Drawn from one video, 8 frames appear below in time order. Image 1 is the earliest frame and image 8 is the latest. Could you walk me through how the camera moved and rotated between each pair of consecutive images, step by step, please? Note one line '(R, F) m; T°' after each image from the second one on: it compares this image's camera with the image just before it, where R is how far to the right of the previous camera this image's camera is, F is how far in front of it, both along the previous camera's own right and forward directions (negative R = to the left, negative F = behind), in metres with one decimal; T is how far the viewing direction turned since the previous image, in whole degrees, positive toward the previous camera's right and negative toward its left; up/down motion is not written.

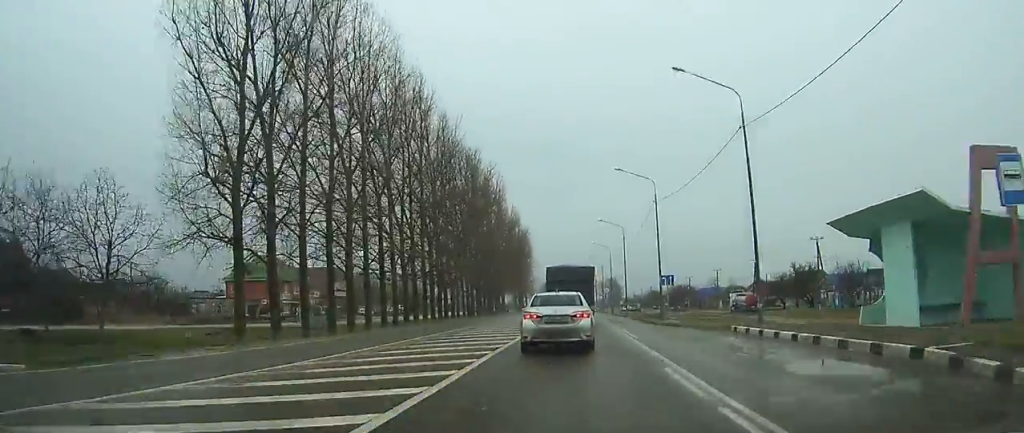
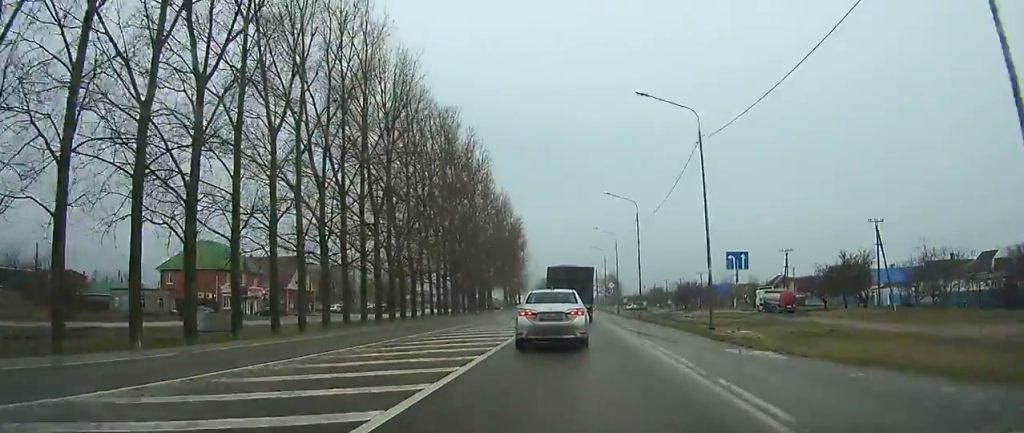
(-0.2, +17.4) m; 0°
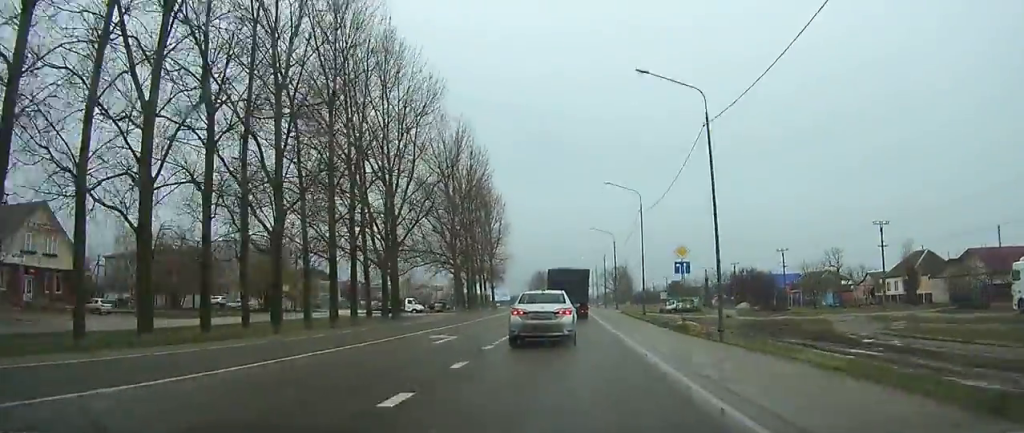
(-0.4, +58.7) m; 0°
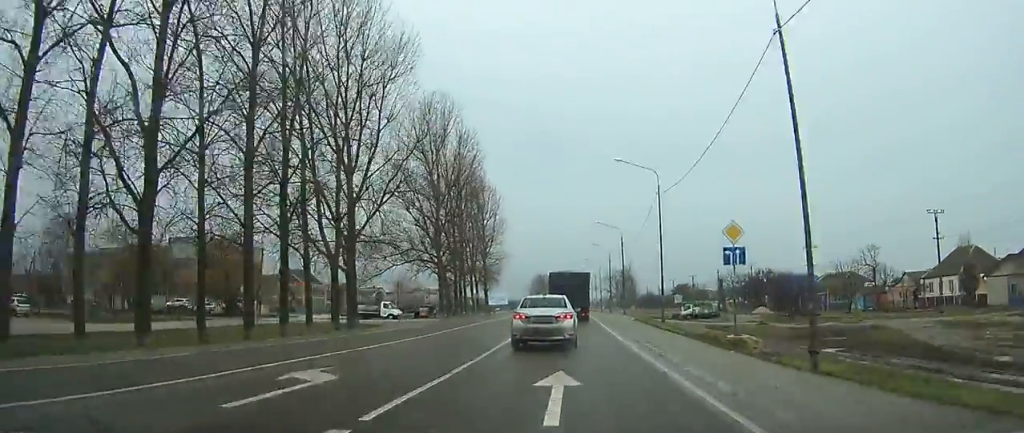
(+0.2, +10.6) m; 0°
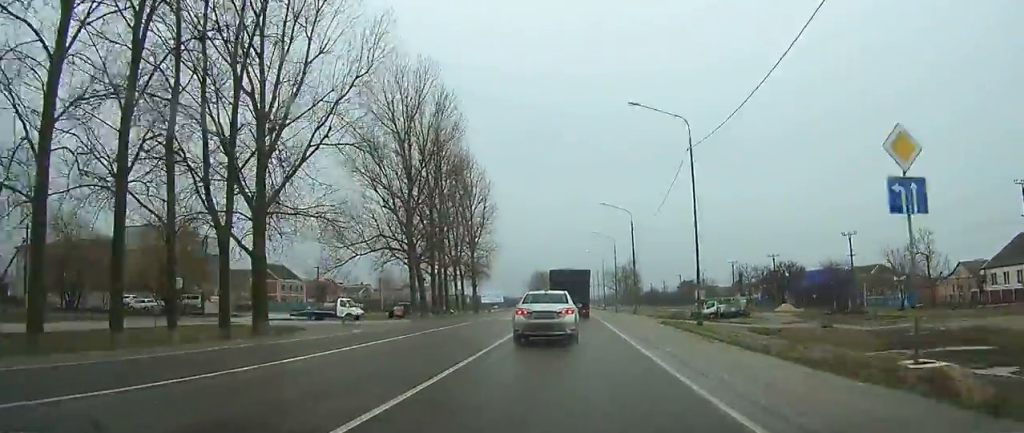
(+0.2, +12.3) m; 0°
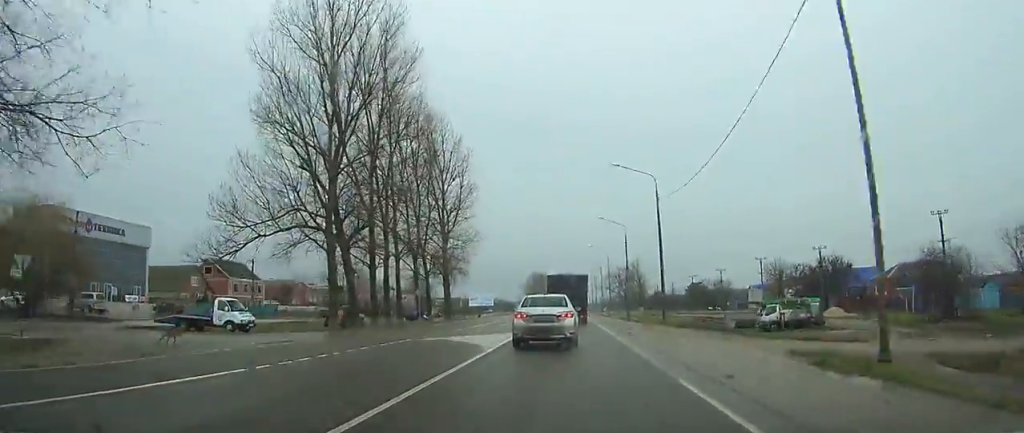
(-0.2, +19.2) m; 0°
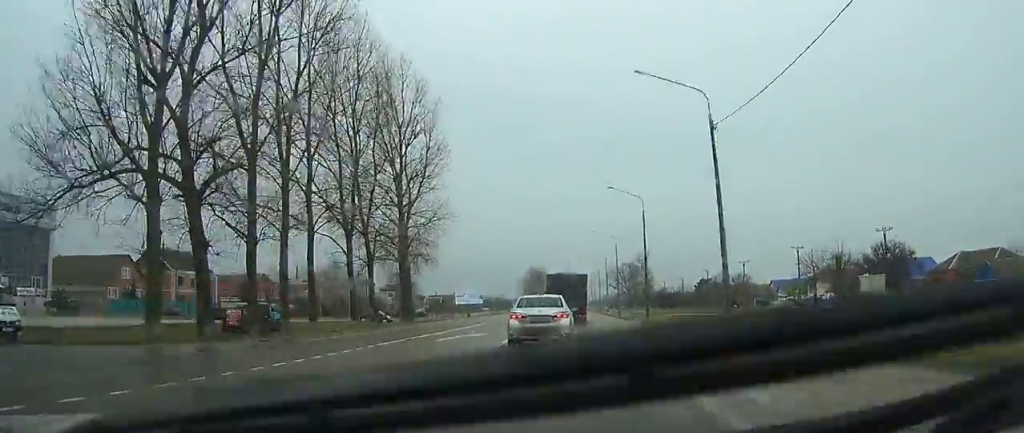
(0.0, +17.6) m; 0°
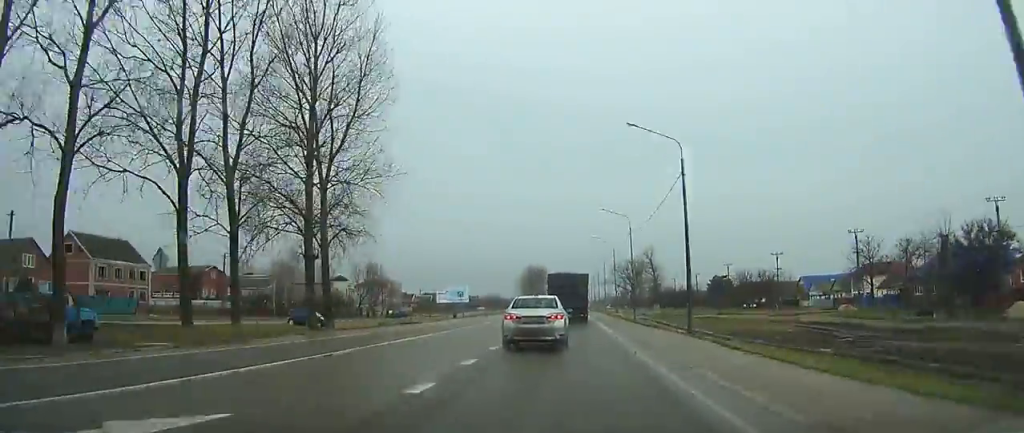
(-0.1, +18.9) m; +1°
